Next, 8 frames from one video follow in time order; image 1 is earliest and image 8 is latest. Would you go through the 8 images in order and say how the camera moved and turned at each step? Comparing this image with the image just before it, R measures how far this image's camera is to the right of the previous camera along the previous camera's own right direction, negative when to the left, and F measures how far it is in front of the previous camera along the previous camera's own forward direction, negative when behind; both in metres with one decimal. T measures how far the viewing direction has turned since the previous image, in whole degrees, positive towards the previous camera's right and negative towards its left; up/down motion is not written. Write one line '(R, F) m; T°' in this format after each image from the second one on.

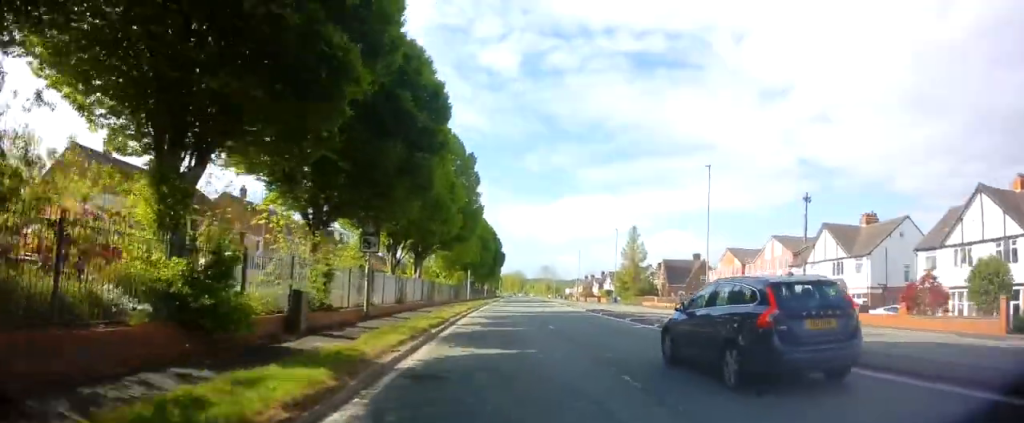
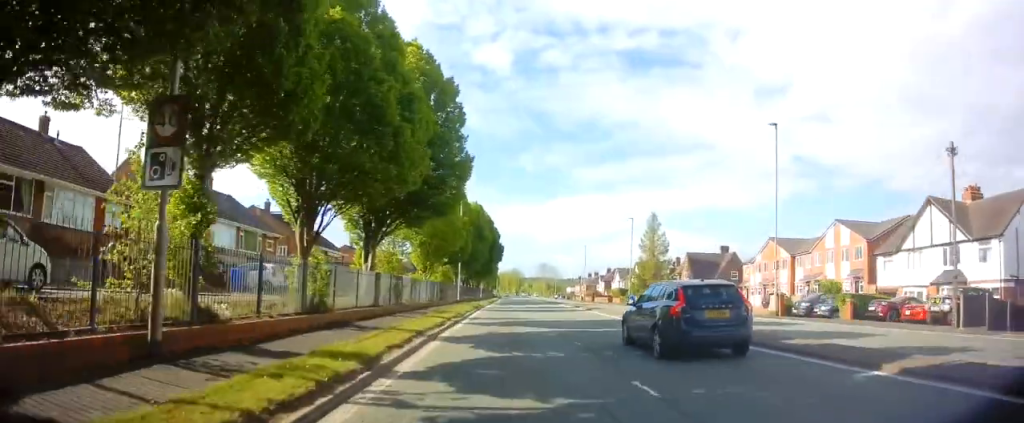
(+0.3, +13.1) m; +2°
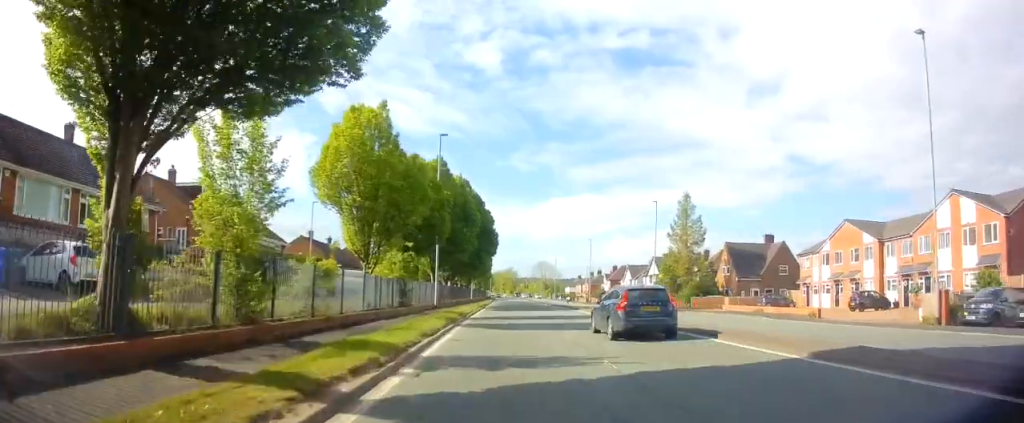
(0.0, +15.8) m; 0°
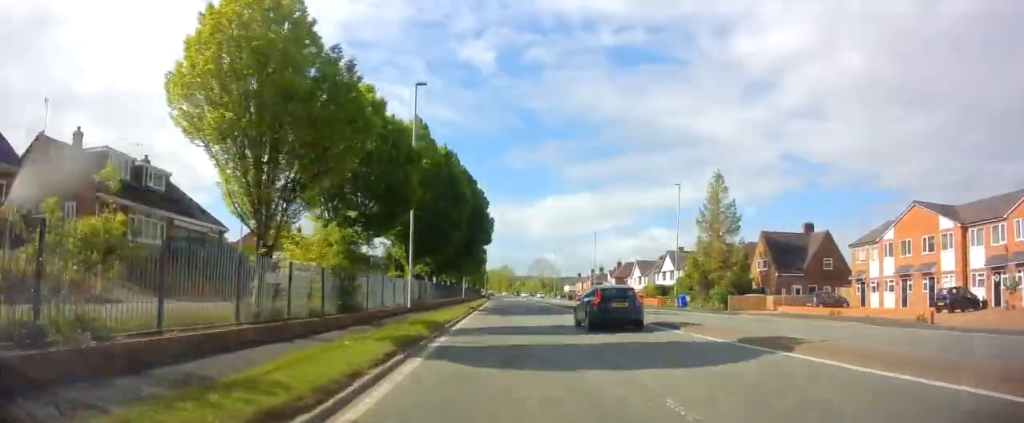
(-0.2, +10.0) m; +1°
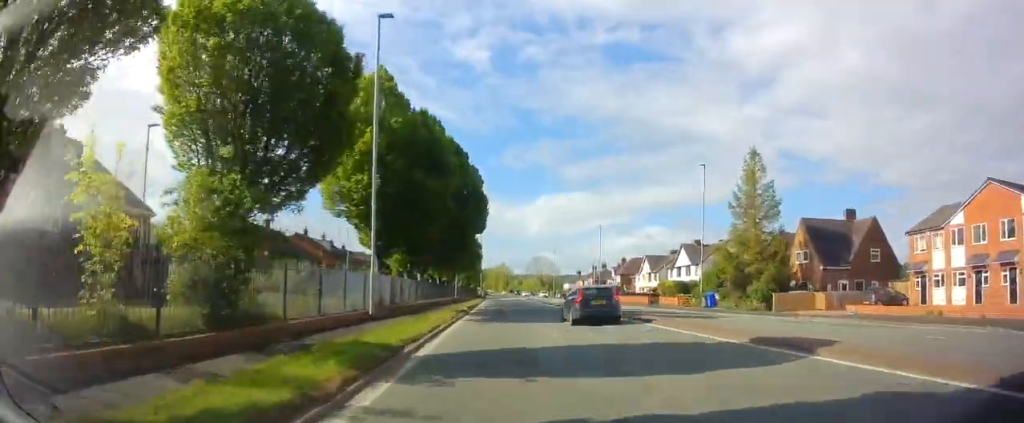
(+0.4, +8.3) m; +1°
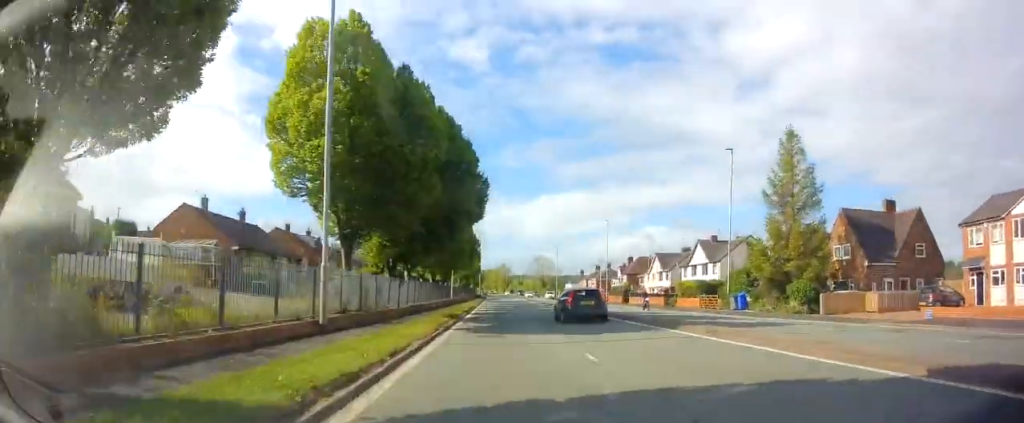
(+0.1, +6.0) m; 0°
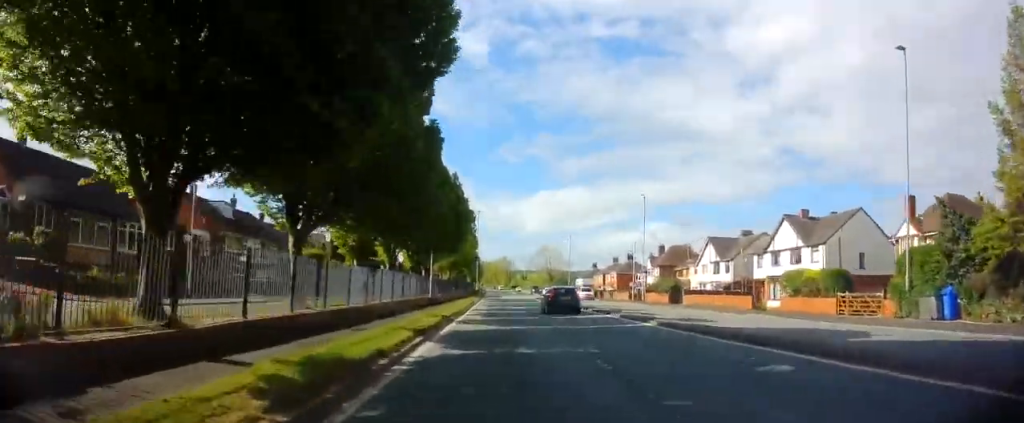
(-0.4, +21.3) m; -1°
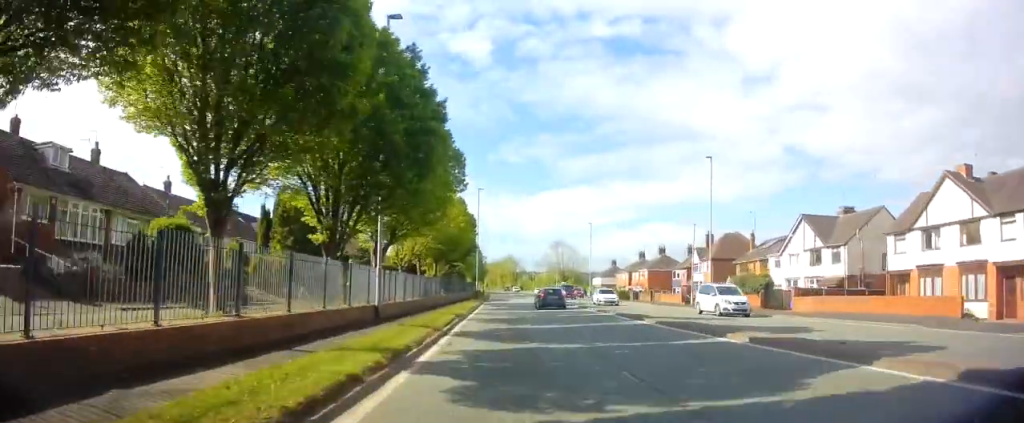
(0.0, +20.2) m; +1°
